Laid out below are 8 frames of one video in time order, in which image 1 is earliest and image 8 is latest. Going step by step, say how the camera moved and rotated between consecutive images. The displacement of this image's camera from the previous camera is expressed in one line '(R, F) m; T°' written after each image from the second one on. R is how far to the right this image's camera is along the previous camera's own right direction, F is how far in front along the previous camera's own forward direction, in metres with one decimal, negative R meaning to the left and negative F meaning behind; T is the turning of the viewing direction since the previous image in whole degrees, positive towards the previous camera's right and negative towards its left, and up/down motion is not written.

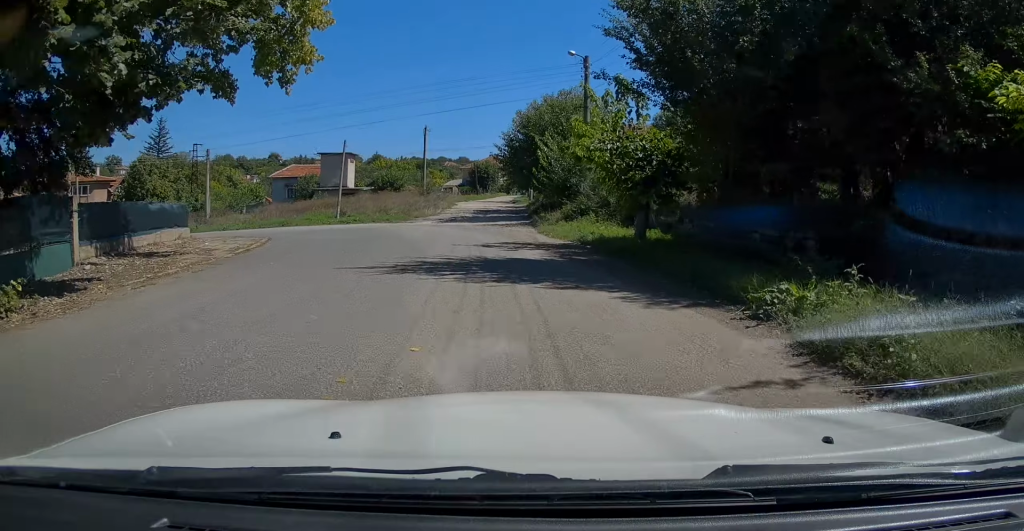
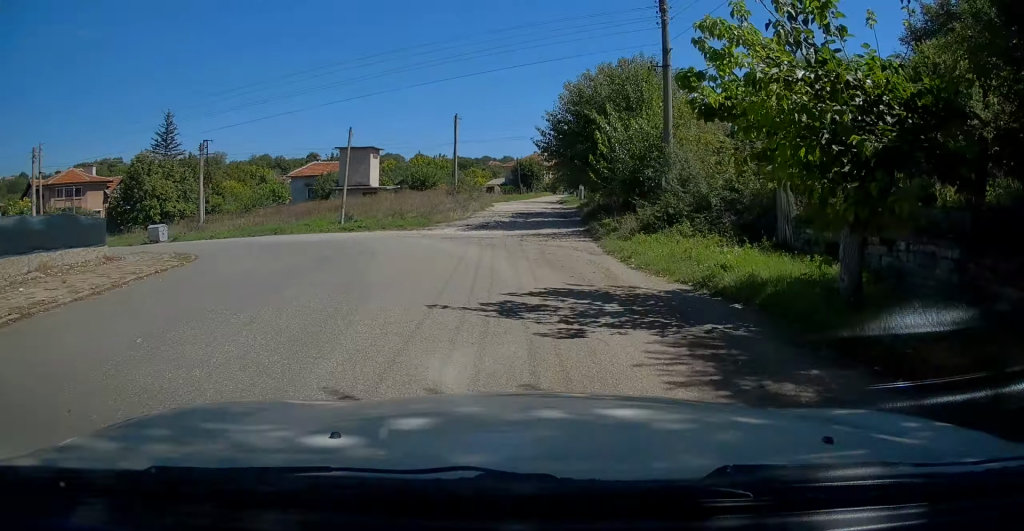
(+0.3, +8.8) m; -3°
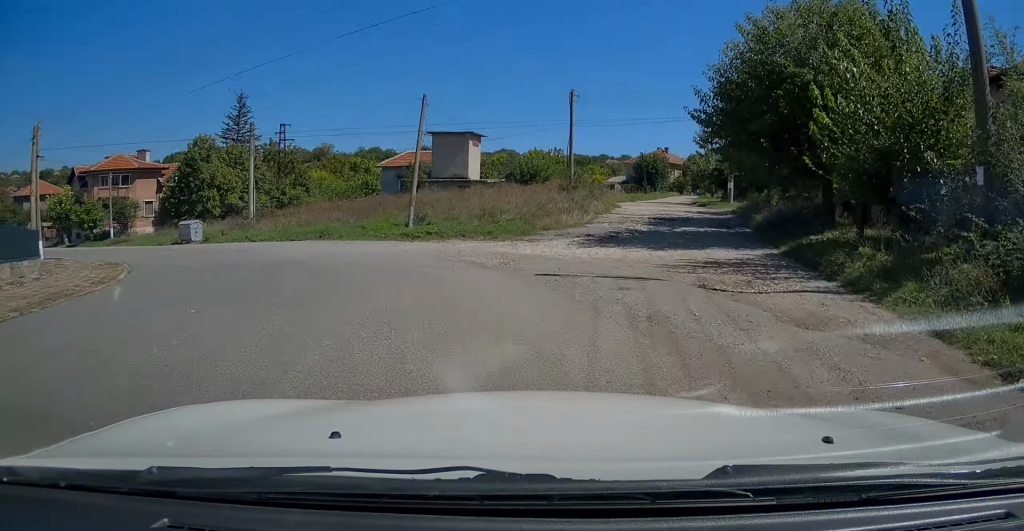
(-0.9, +10.4) m; -11°
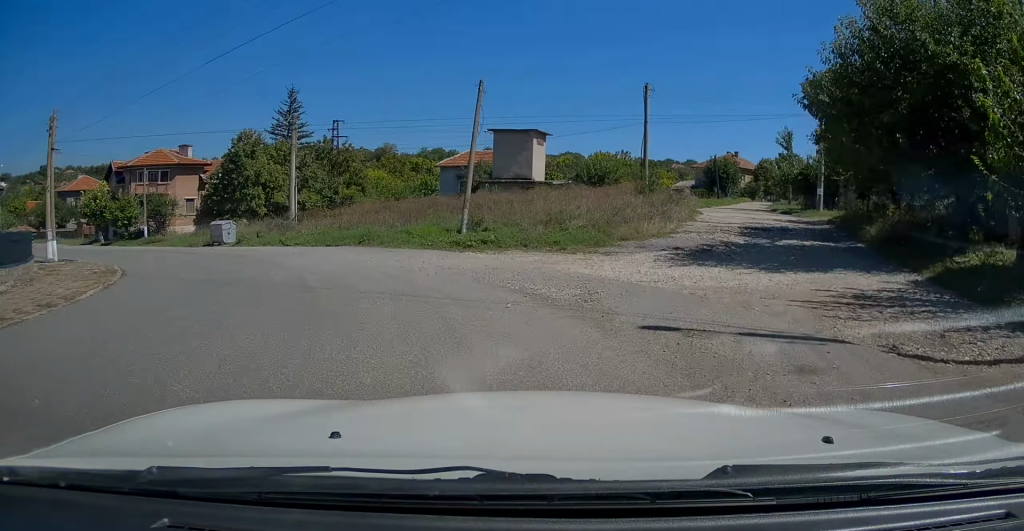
(-0.3, +3.7) m; -7°
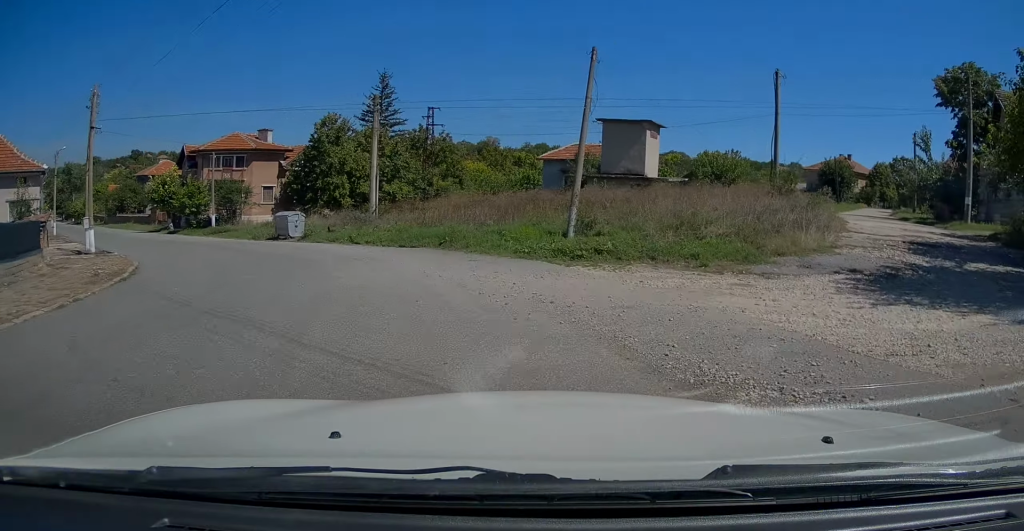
(+0.1, +4.5) m; -8°
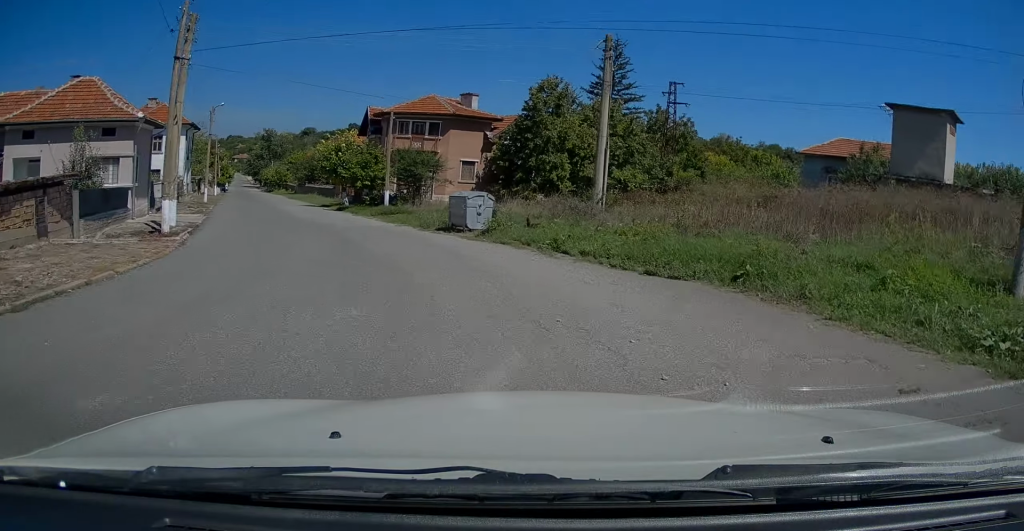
(-2.1, +9.5) m; -20°
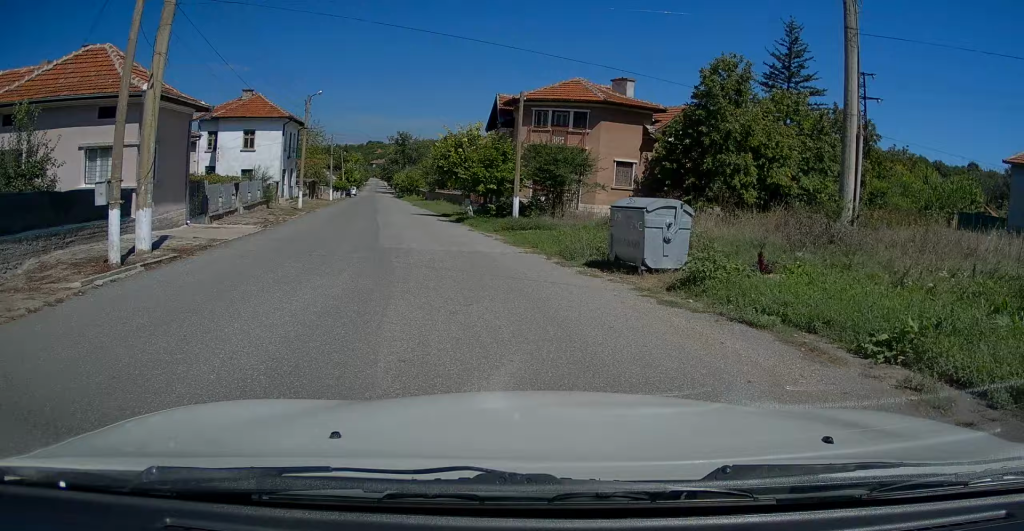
(-1.0, +8.6) m; -11°
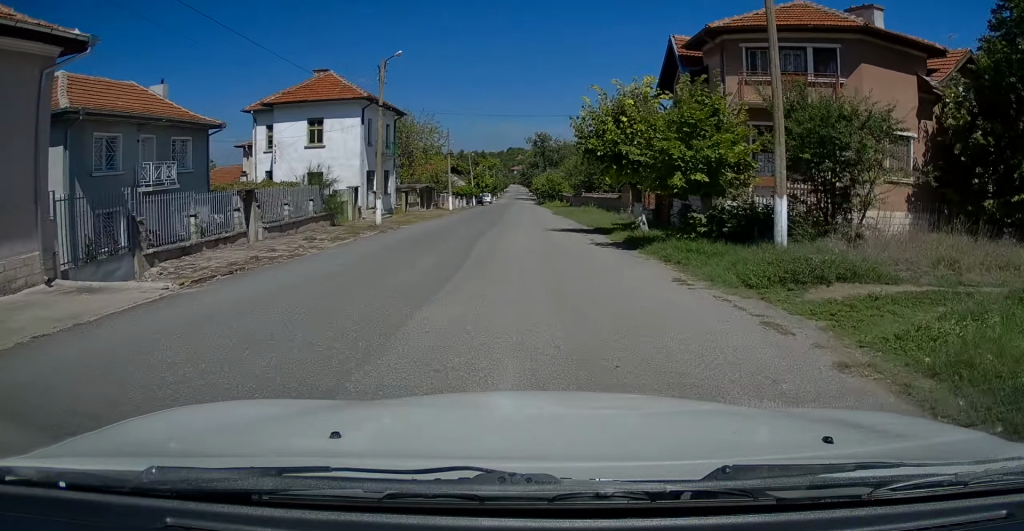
(-1.7, +13.8) m; -11°
